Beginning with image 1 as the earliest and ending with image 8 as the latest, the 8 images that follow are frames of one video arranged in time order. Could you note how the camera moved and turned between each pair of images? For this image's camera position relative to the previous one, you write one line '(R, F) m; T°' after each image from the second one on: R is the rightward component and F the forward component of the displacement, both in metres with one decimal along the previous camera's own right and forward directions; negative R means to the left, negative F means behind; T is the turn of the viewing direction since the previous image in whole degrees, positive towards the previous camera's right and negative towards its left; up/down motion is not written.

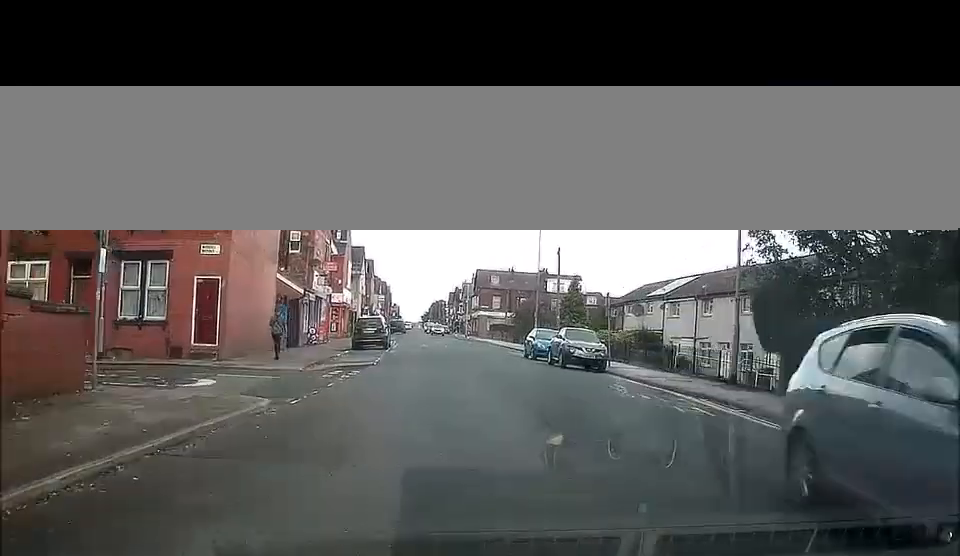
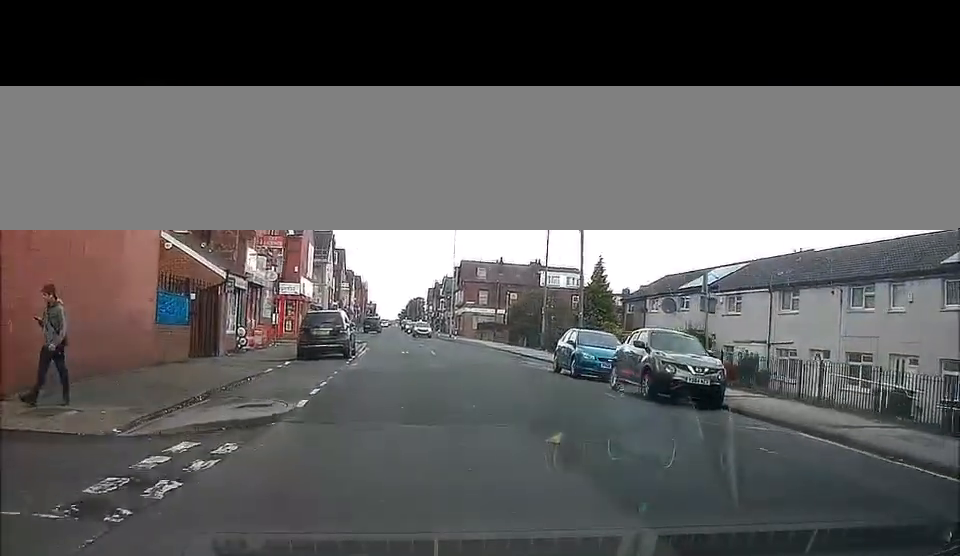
(+0.4, +13.8) m; +3°
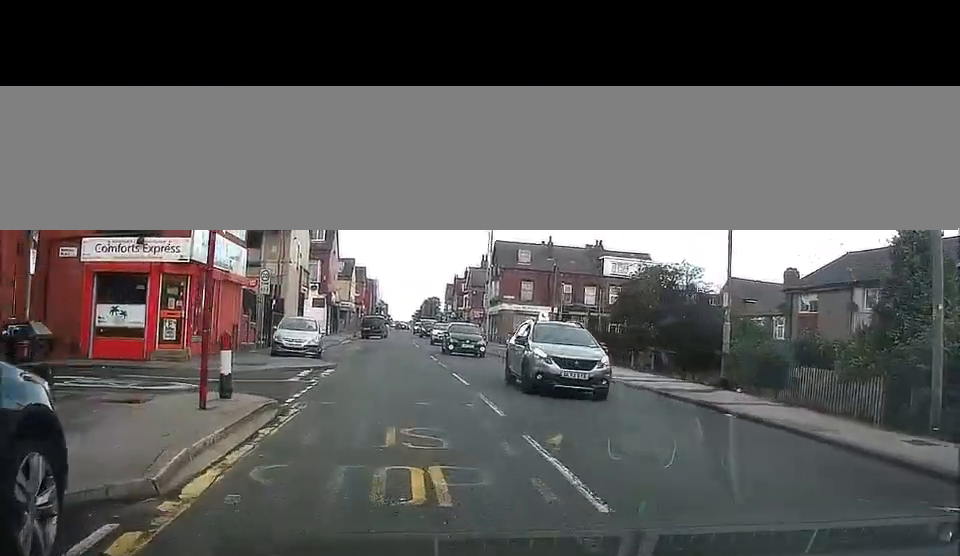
(-0.5, +29.5) m; -1°
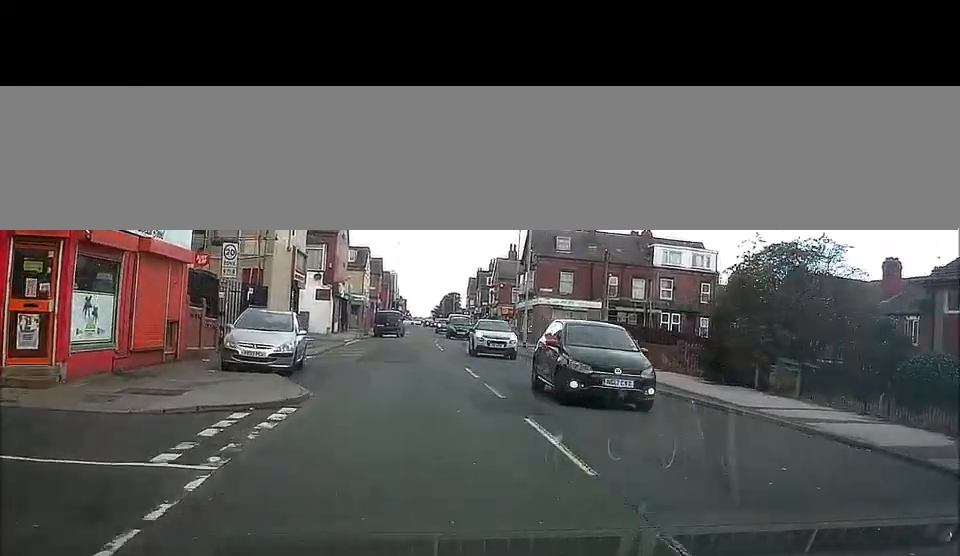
(+0.1, +10.8) m; -1°
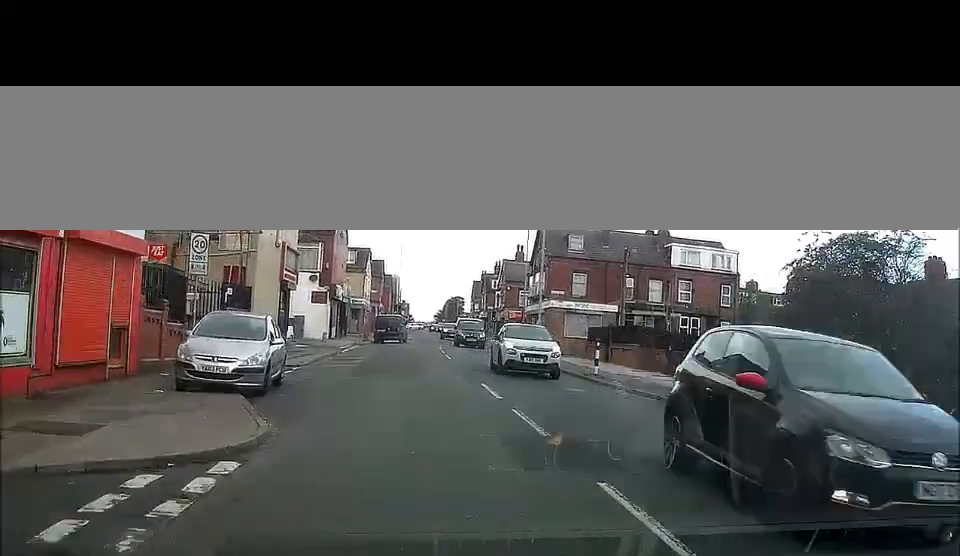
(-0.1, +4.2) m; -1°
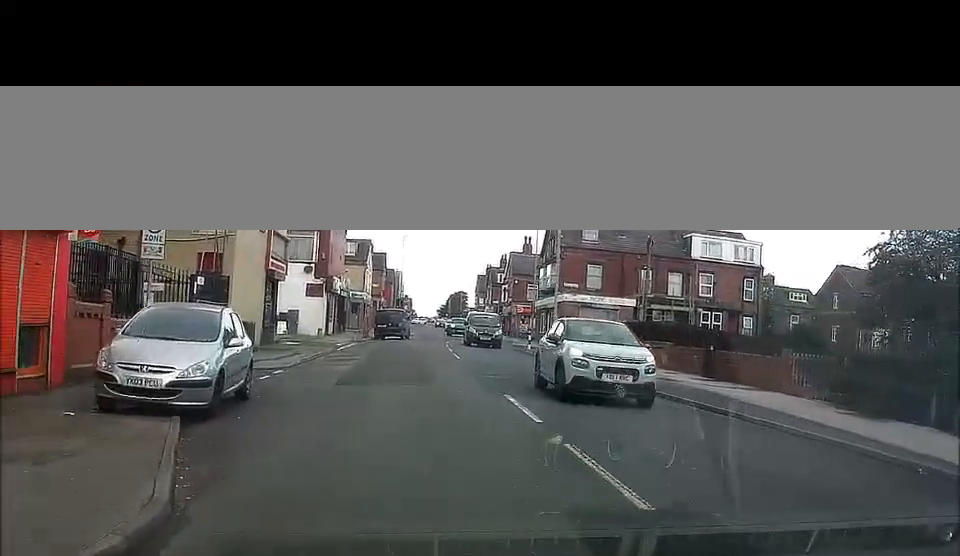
(-0.1, +4.2) m; -1°
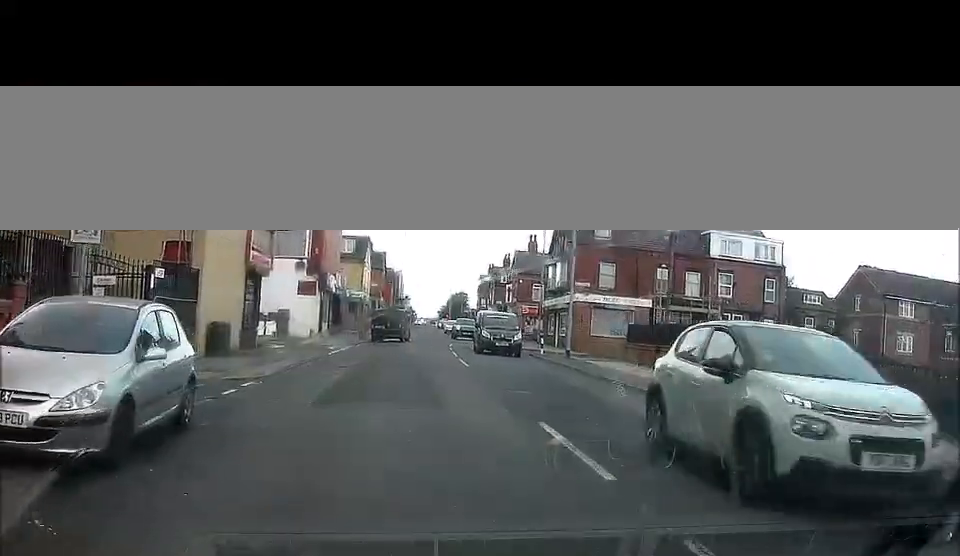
(0.0, +3.9) m; -1°
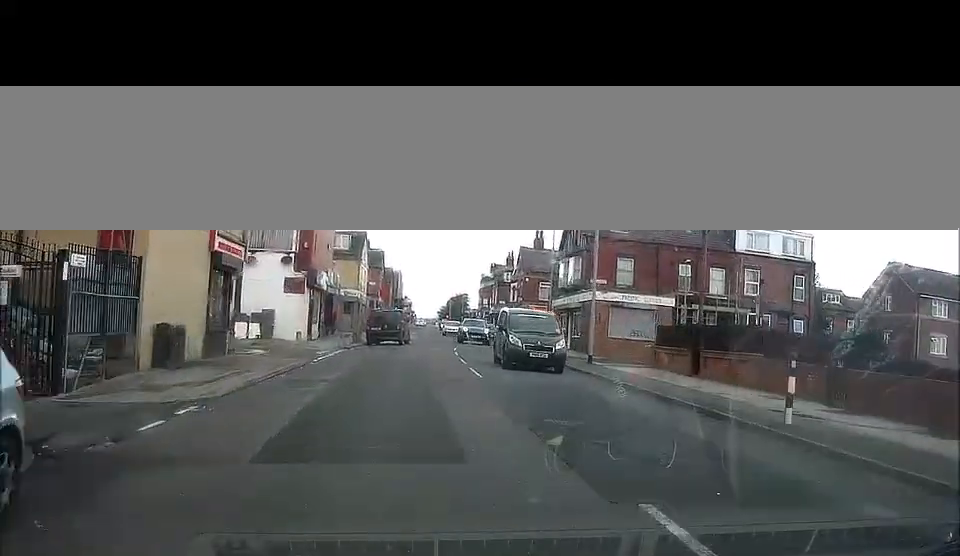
(0.0, +4.9) m; -1°
